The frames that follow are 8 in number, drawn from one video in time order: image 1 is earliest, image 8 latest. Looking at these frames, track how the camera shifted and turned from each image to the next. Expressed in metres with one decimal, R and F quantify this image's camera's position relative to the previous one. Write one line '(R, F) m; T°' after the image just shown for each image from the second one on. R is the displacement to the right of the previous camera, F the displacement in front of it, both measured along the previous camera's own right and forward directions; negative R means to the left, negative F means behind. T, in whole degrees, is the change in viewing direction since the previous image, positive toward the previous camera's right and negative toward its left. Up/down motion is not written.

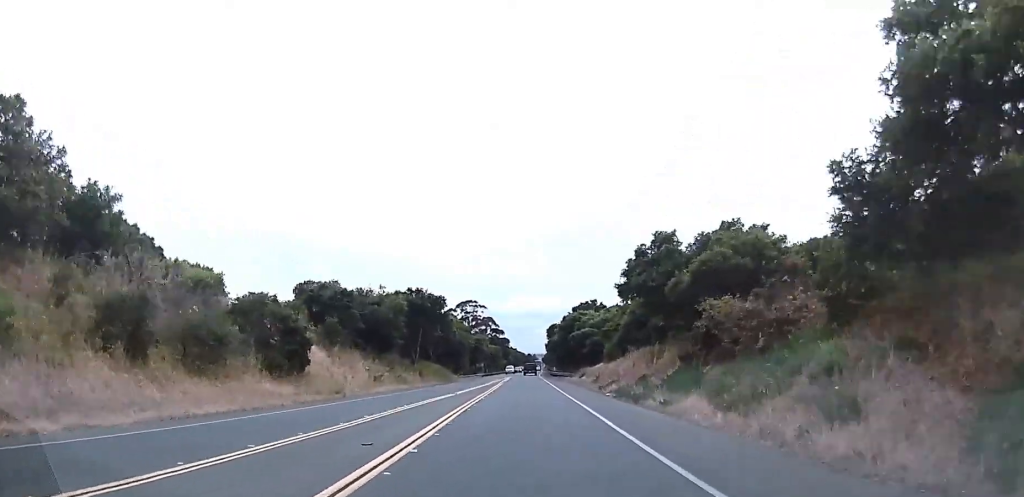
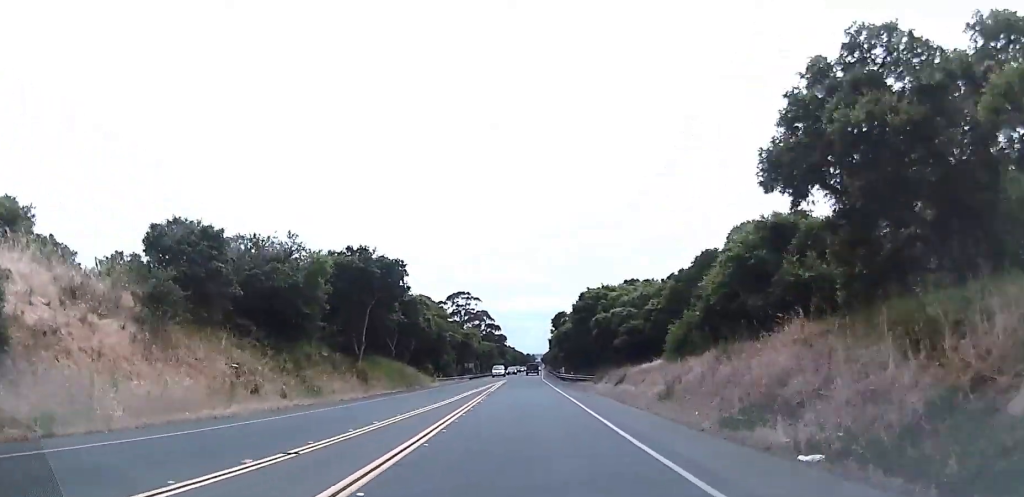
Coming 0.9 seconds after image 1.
(+0.4, +23.6) m; +1°
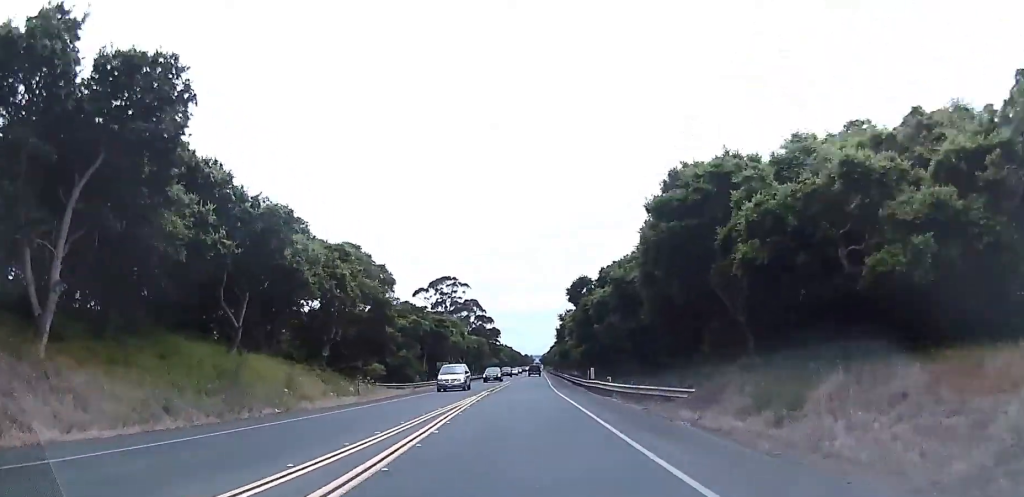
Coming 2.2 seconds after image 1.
(+0.2, +32.3) m; 0°
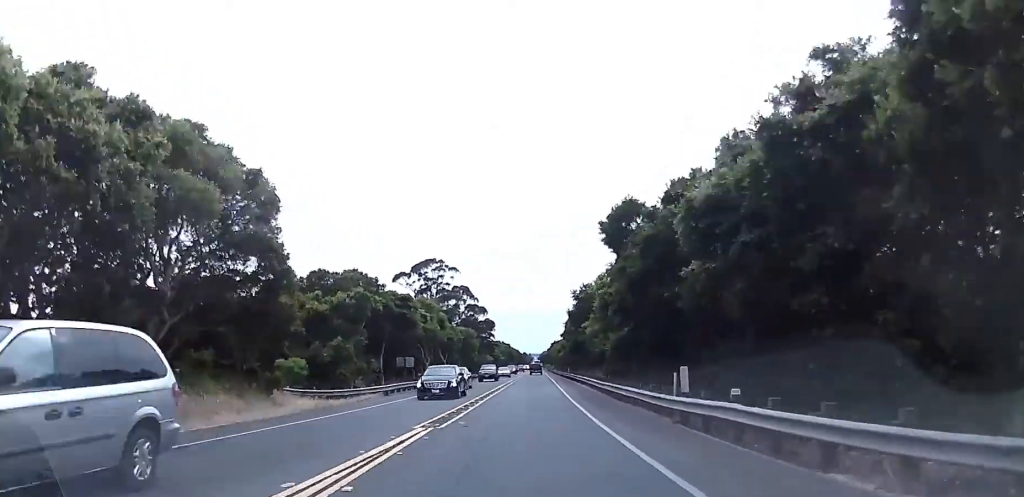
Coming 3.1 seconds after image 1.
(0.0, +22.9) m; 0°
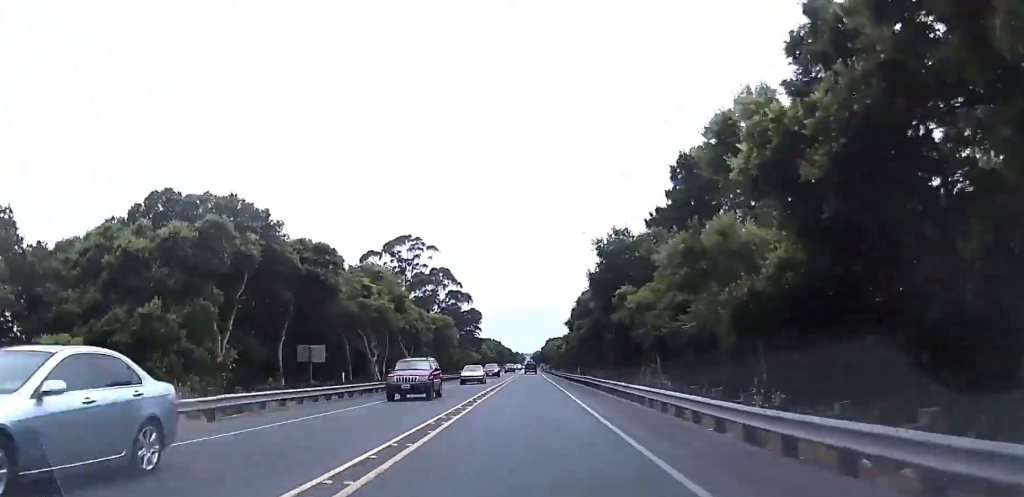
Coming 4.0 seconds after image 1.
(-0.1, +22.0) m; 0°
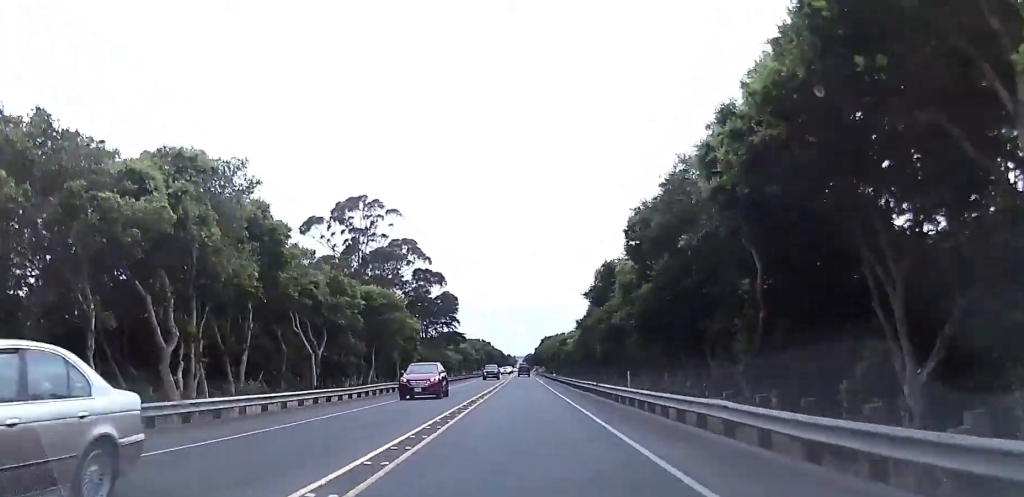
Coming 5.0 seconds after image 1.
(+0.2, +27.2) m; +1°
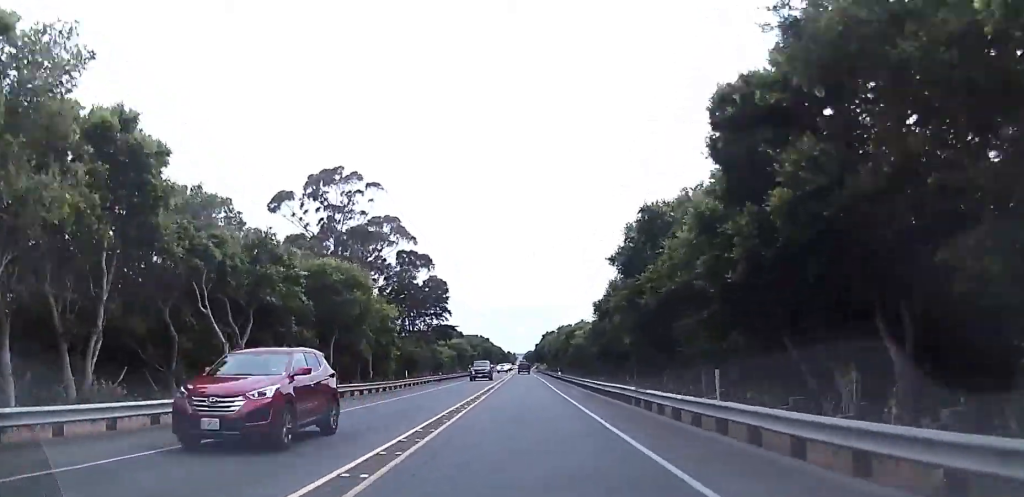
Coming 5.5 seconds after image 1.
(0.0, +11.1) m; 0°
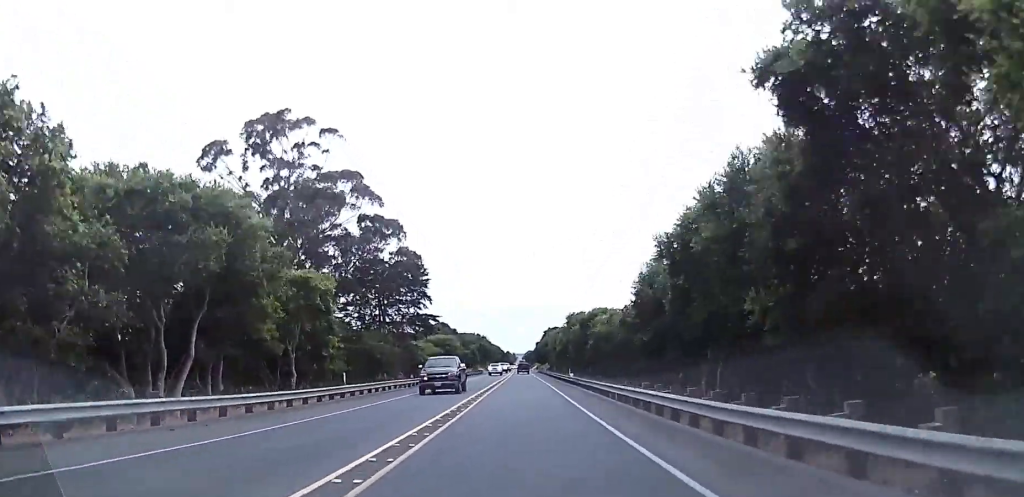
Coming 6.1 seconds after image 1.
(+0.1, +17.0) m; 0°
